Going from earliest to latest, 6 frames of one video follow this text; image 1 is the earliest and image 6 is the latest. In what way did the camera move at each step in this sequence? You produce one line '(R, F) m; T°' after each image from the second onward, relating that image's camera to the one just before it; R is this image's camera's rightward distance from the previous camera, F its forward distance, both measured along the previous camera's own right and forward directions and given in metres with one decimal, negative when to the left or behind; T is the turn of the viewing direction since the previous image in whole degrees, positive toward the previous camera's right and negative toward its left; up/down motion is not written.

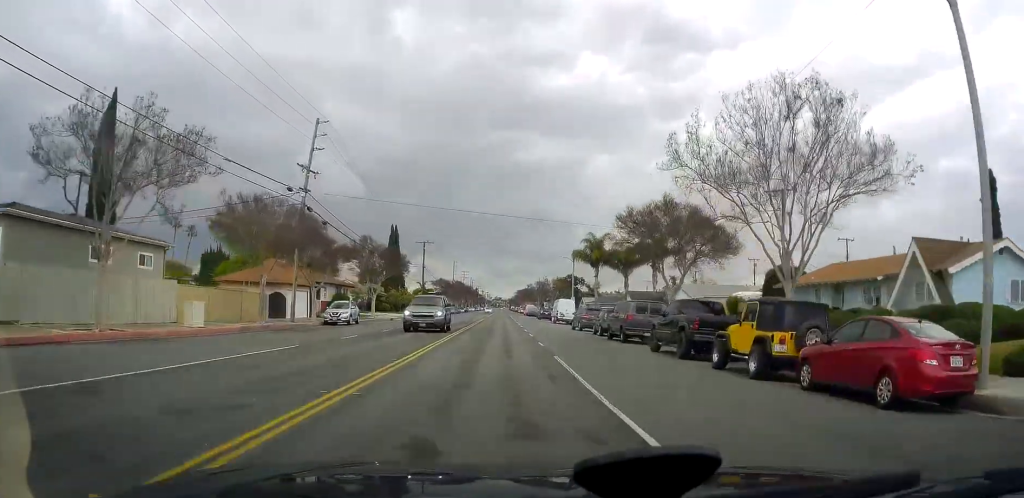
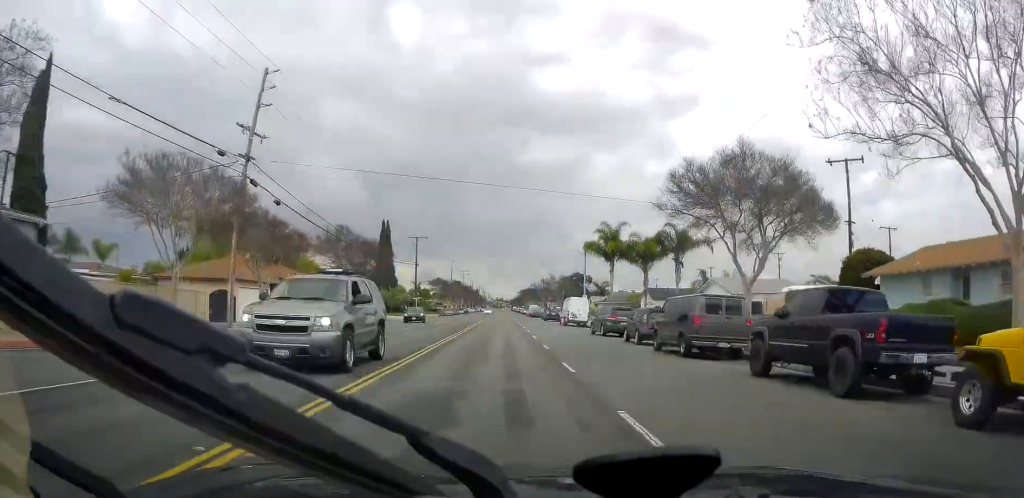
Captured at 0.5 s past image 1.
(+0.2, +9.5) m; +1°
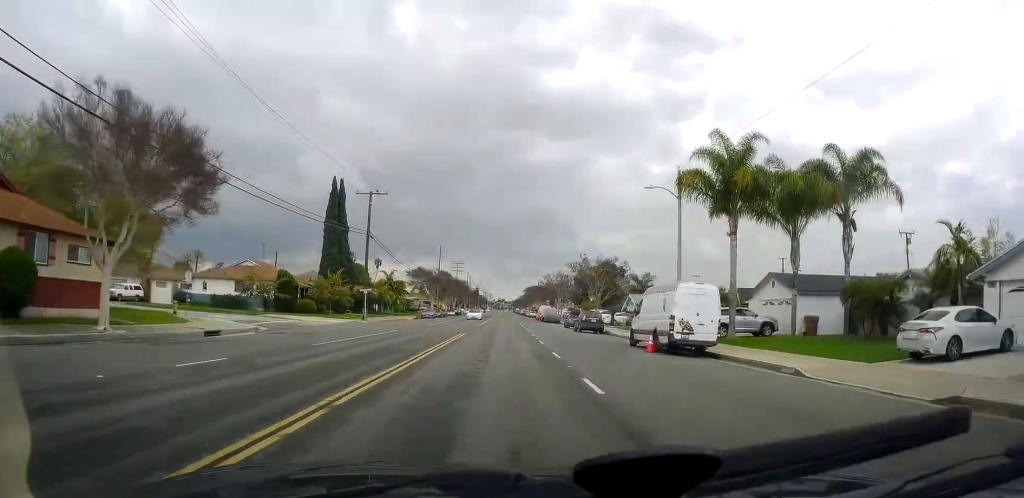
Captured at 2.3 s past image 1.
(+0.5, +33.5) m; 0°
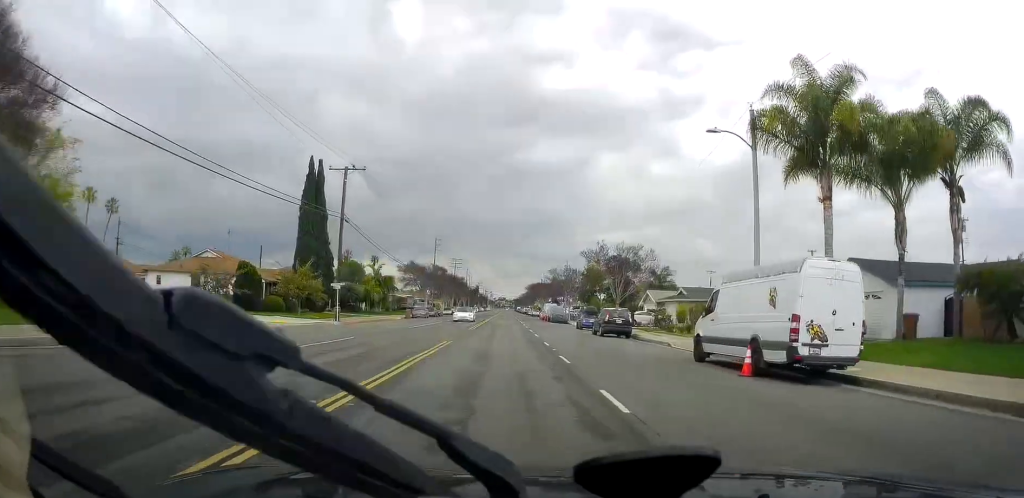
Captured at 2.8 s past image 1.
(+0.1, +9.5) m; -1°
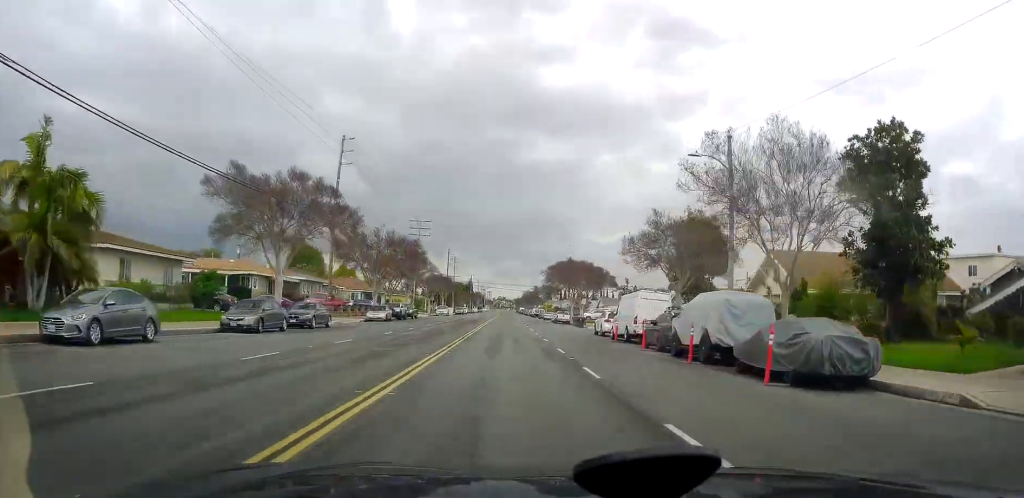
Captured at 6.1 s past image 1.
(-1.5, +62.9) m; -1°
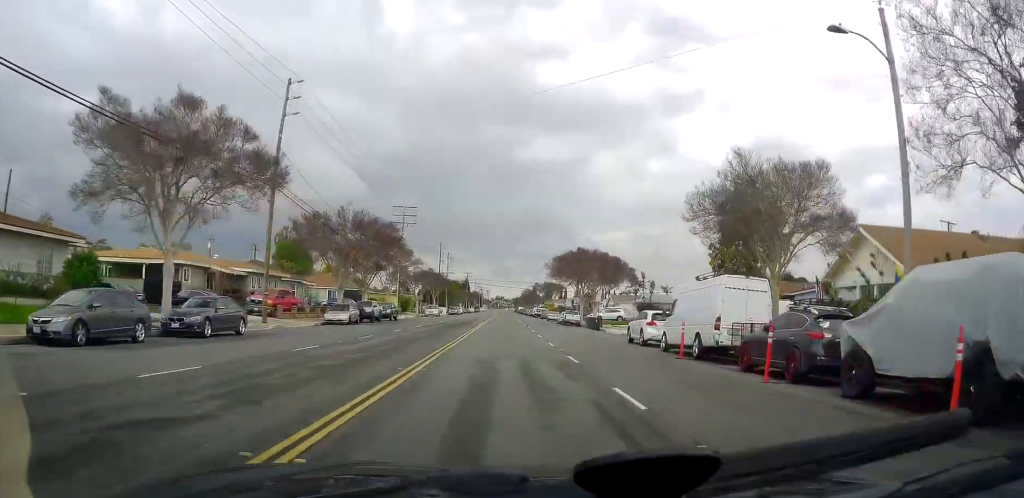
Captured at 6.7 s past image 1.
(+0.5, +11.6) m; +2°
